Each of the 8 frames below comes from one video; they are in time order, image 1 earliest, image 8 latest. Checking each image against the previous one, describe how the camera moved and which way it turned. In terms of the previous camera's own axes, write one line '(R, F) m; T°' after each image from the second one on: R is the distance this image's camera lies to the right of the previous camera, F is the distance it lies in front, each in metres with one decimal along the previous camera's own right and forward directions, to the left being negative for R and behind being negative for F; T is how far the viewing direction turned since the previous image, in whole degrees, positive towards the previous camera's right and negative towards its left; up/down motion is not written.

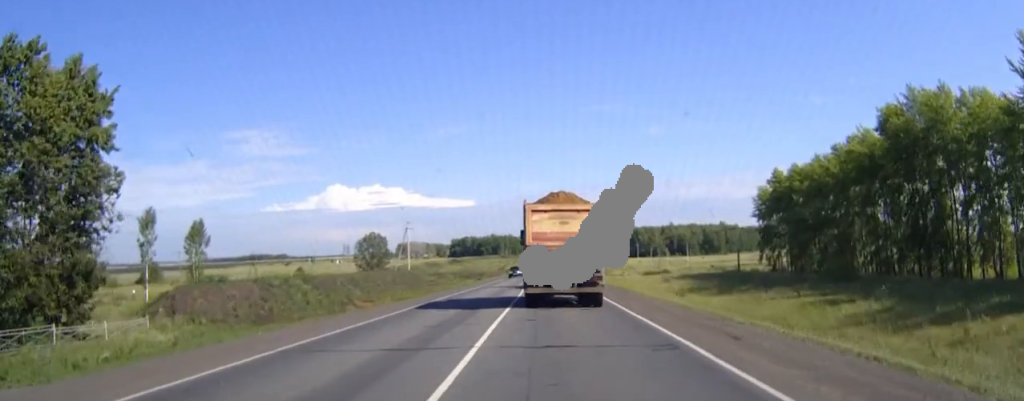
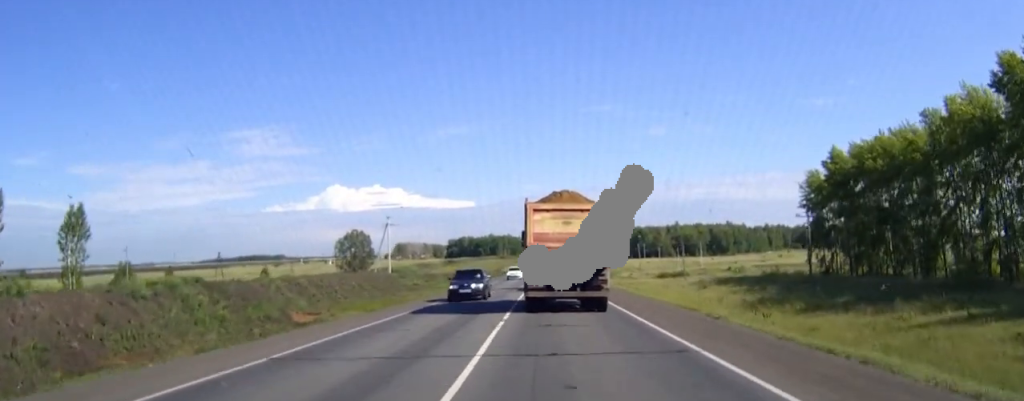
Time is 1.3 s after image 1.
(0.0, +23.4) m; 0°
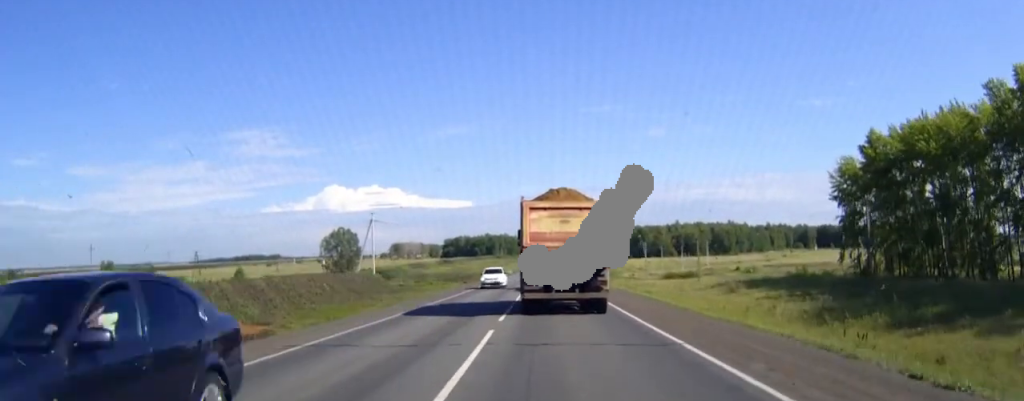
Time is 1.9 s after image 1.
(0.0, +12.5) m; 0°
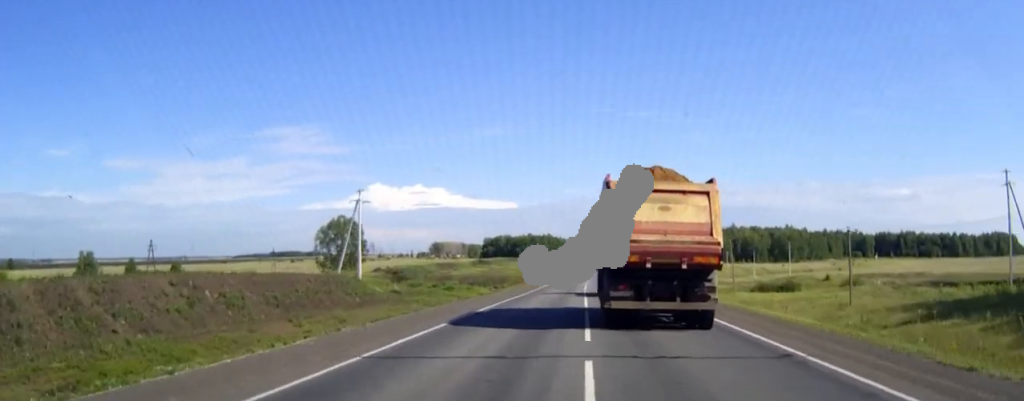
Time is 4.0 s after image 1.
(-0.8, +40.9) m; -2°
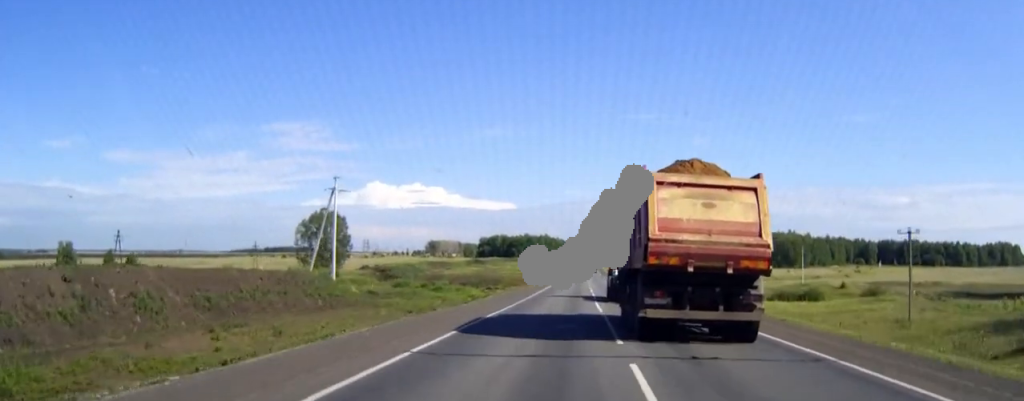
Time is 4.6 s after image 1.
(-0.1, +11.8) m; 0°
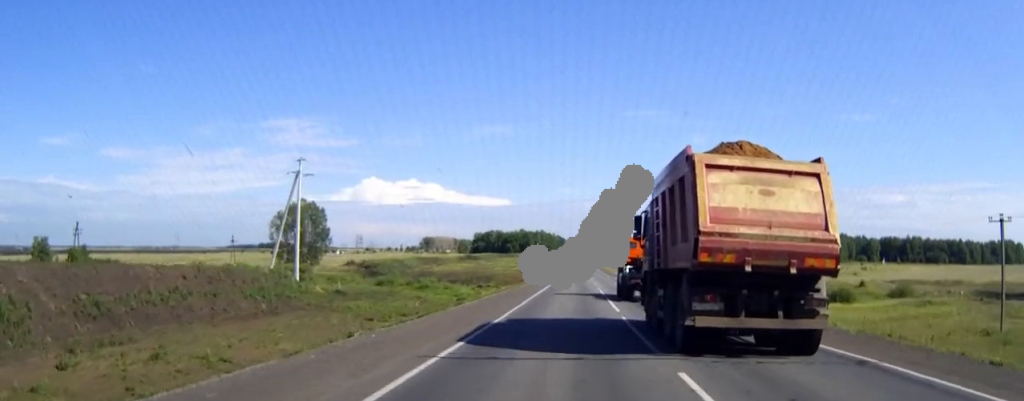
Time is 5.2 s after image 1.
(0.0, +12.9) m; 0°
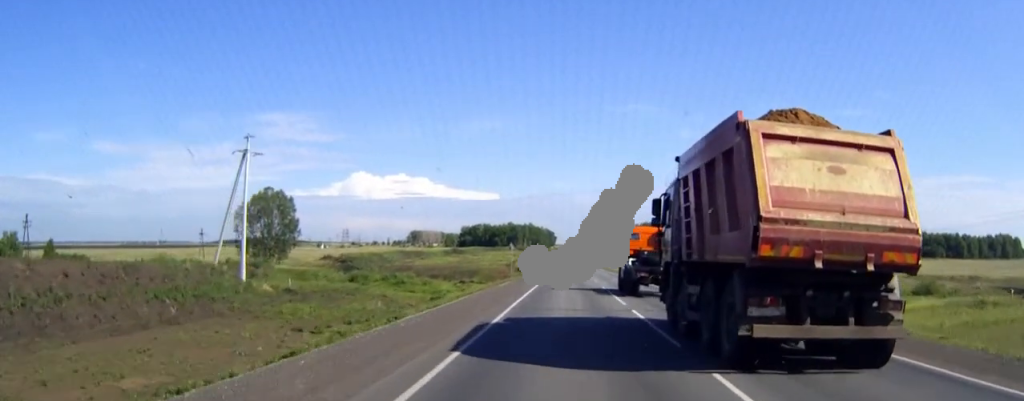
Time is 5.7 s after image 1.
(0.0, +12.4) m; +1°
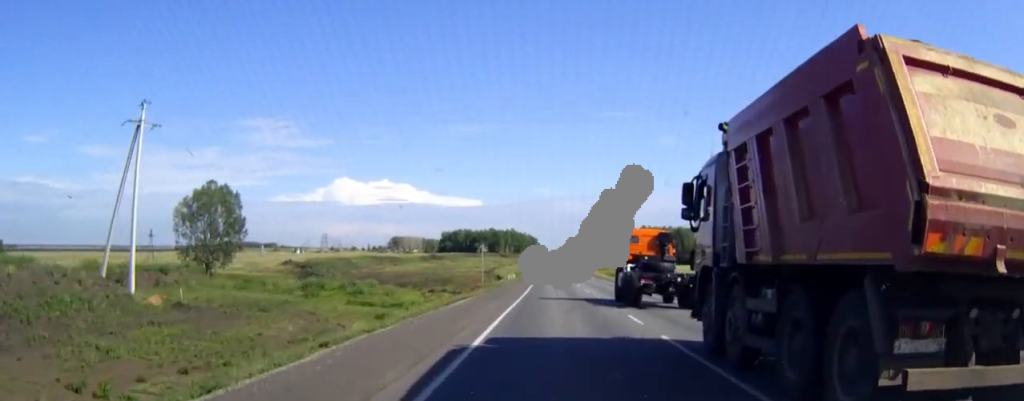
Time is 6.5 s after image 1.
(+0.1, +17.9) m; +1°
